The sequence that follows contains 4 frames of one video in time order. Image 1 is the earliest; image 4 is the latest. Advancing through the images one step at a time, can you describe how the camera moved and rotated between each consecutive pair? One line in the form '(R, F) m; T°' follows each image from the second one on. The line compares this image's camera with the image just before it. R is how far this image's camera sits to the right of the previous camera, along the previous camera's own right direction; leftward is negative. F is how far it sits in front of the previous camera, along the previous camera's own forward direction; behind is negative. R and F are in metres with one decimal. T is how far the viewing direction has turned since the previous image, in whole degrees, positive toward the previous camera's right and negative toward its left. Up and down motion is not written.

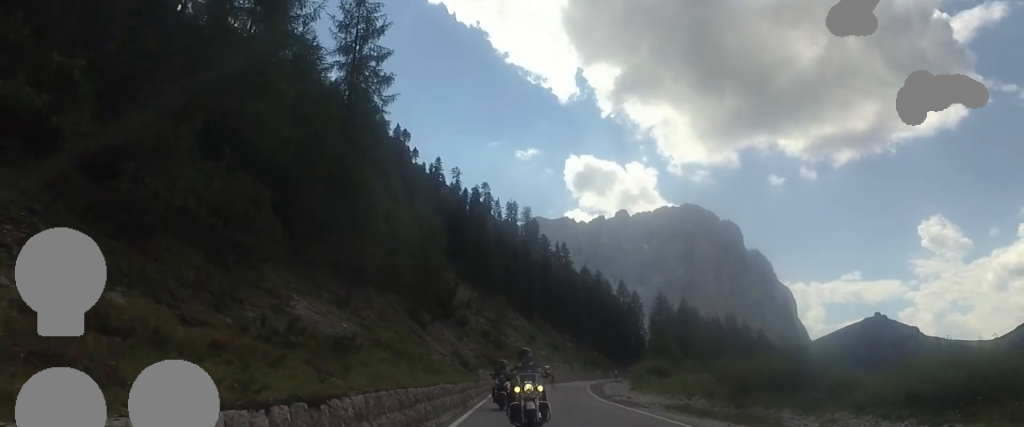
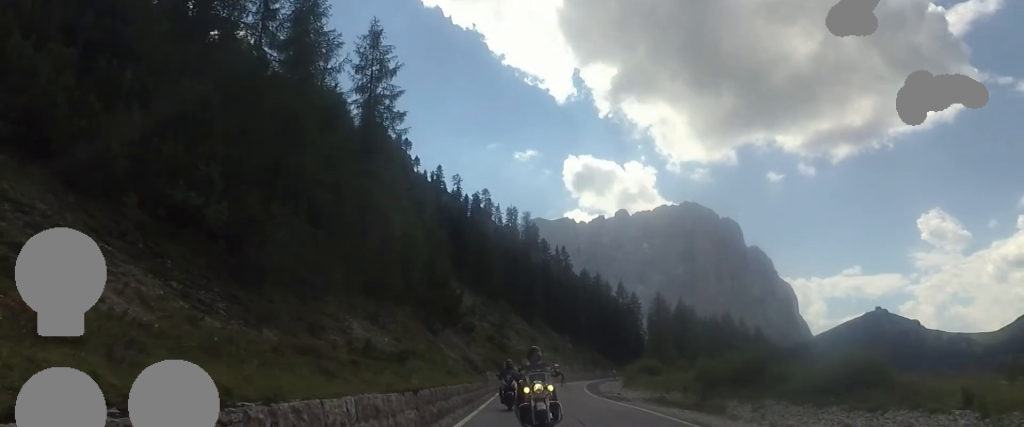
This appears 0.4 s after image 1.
(0.0, +5.1) m; -2°
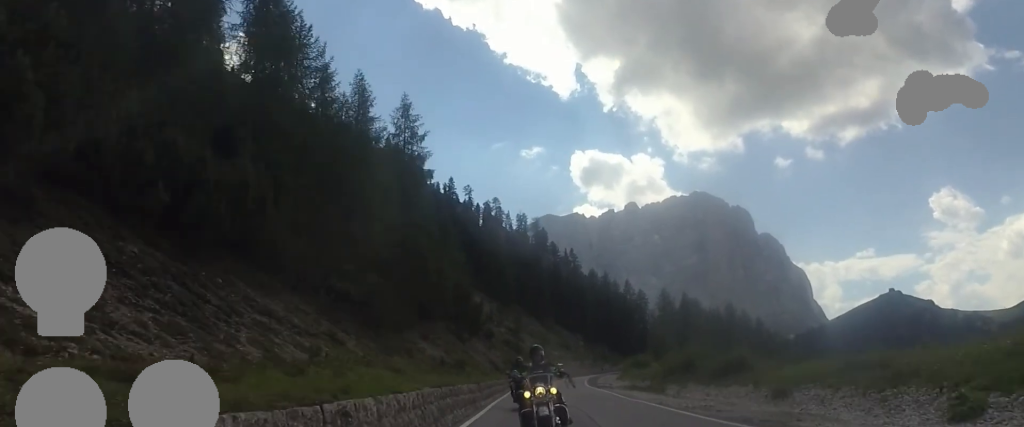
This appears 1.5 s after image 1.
(-0.6, +12.8) m; -6°
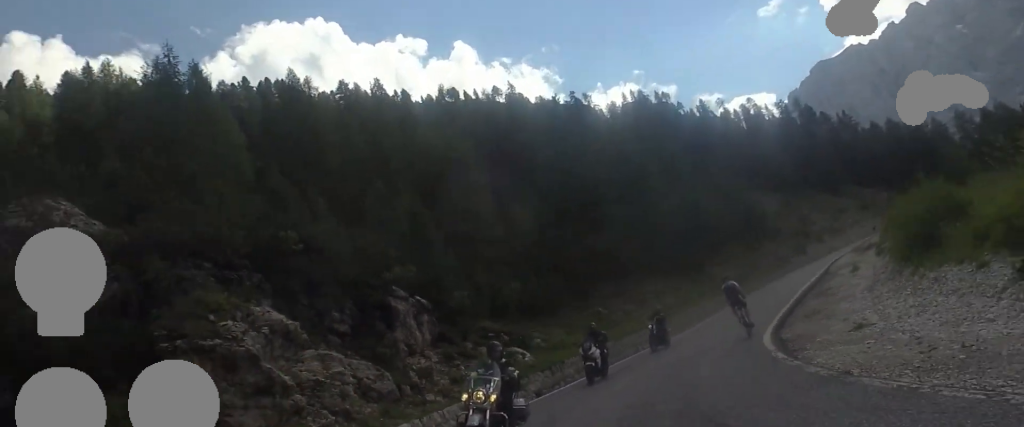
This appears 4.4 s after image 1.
(-7.0, +31.5) m; -33°
